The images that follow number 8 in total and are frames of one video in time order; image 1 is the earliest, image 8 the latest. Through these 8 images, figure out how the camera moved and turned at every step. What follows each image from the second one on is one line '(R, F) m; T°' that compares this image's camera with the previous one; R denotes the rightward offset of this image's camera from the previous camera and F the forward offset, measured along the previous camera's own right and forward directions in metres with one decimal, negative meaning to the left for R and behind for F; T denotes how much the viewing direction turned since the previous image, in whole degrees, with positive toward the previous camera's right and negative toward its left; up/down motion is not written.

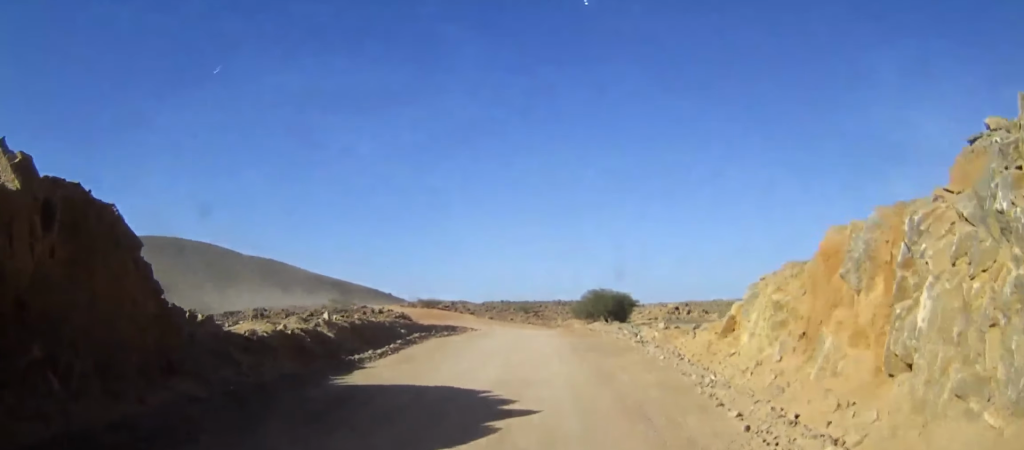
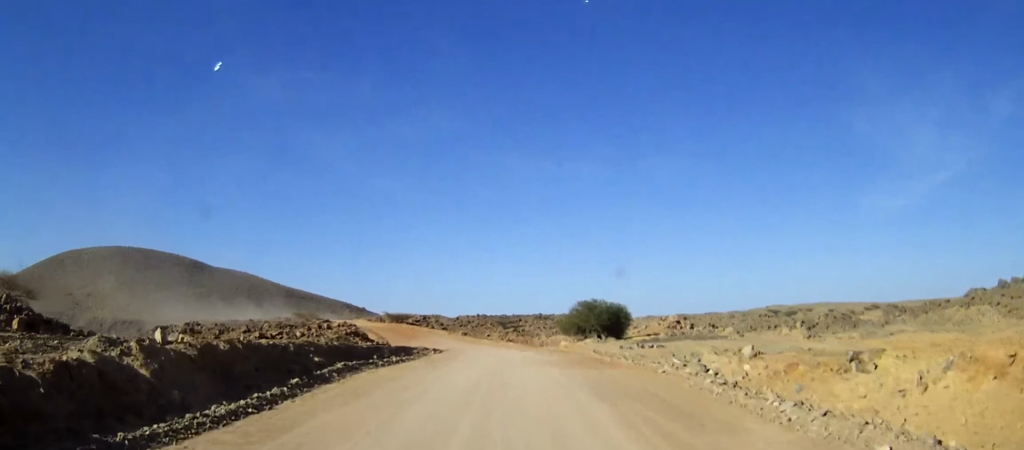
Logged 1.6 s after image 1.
(+0.1, +10.0) m; +1°
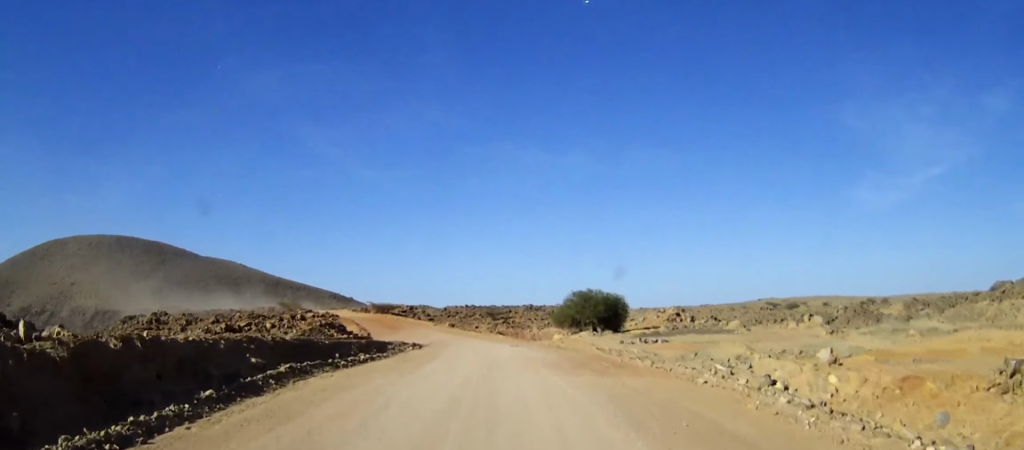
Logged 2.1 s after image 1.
(0.0, +4.0) m; +1°
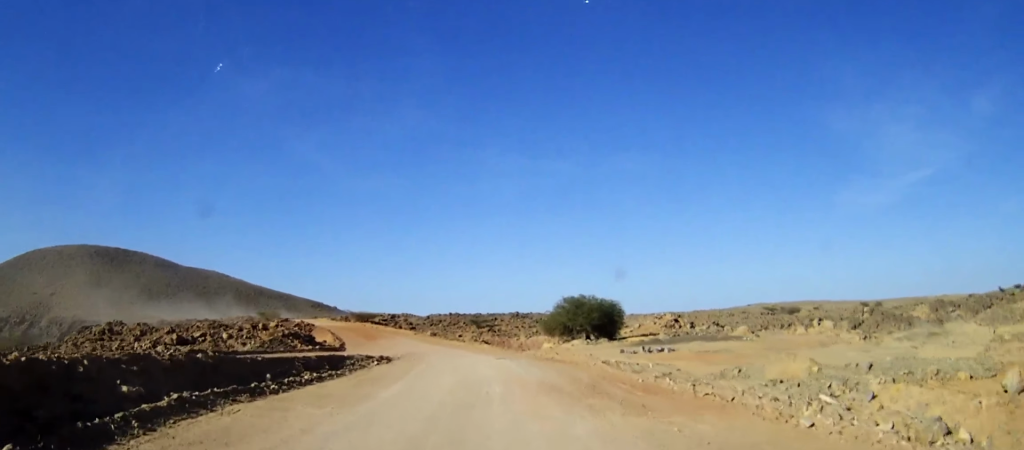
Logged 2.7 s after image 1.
(0.0, +4.9) m; +1°
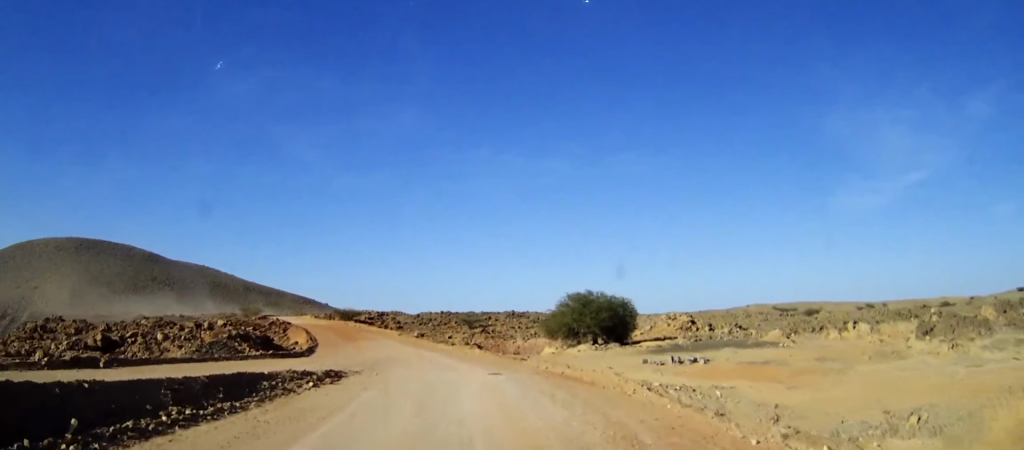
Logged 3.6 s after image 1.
(+0.1, +7.4) m; +1°
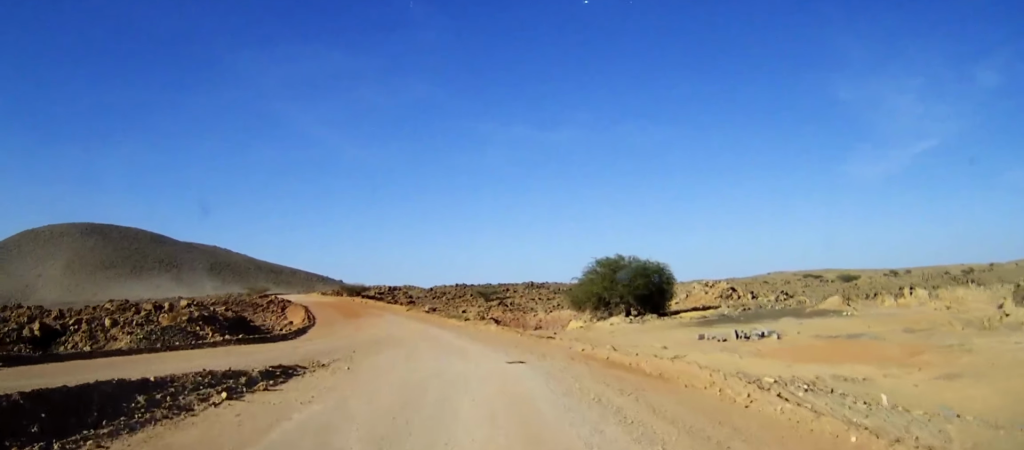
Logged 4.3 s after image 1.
(0.0, +6.8) m; -1°
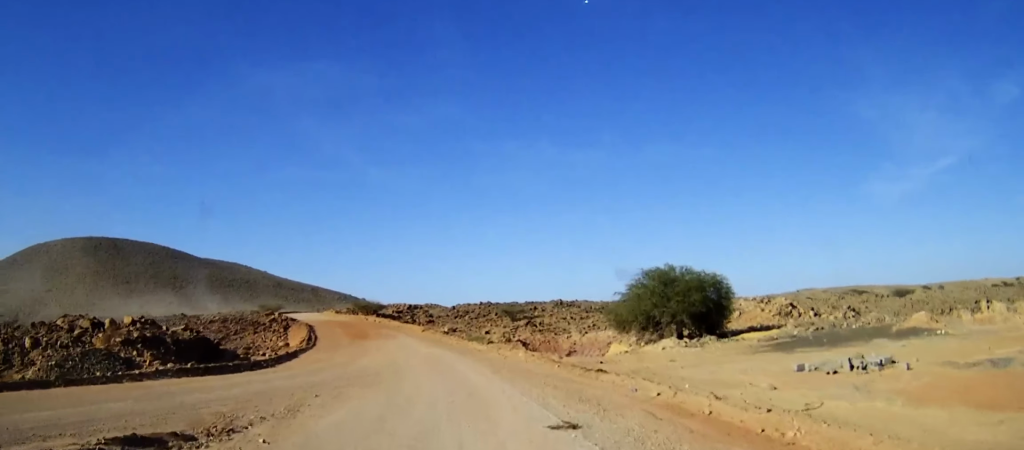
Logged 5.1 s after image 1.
(-0.1, +7.7) m; -2°
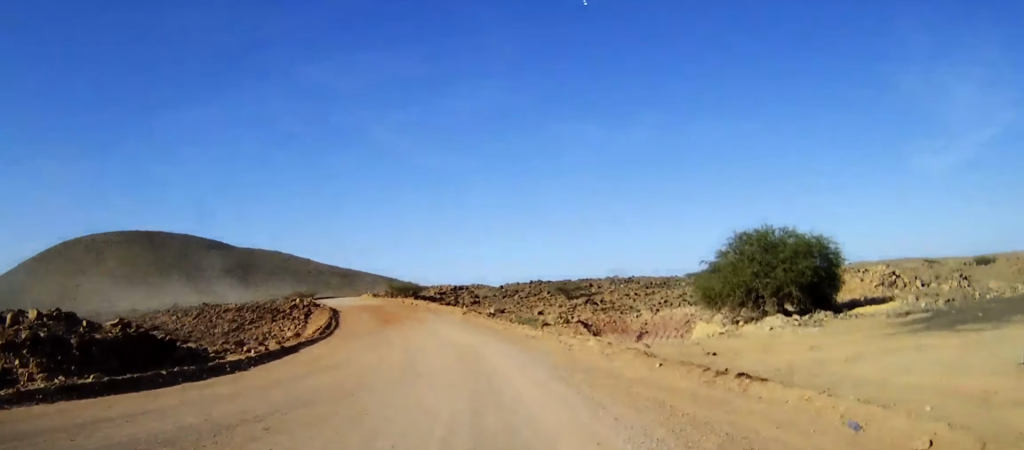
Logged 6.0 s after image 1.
(-0.2, +8.3) m; -3°
